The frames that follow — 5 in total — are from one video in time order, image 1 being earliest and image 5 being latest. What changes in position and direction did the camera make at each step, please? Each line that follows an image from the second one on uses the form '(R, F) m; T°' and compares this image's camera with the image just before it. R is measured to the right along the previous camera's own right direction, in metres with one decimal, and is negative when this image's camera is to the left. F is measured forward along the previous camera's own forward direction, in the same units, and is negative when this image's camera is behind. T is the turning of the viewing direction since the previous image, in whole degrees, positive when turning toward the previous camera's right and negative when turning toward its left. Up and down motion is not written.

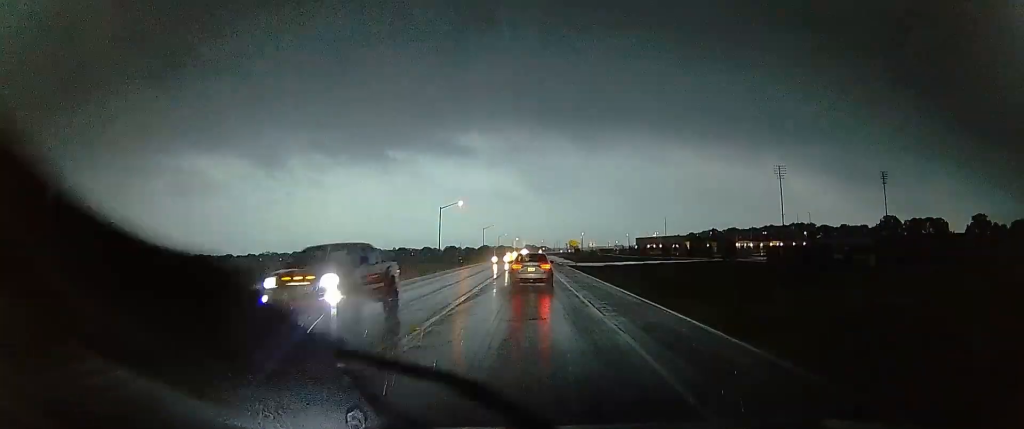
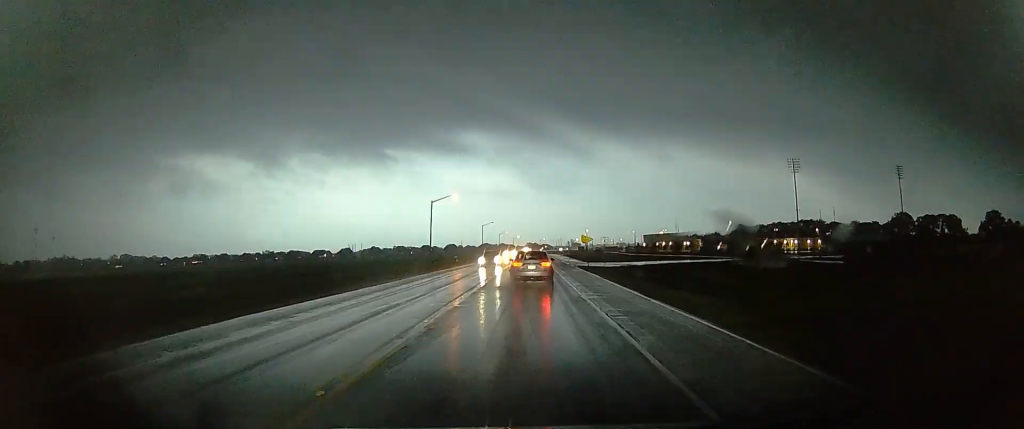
(0.0, +10.9) m; +1°
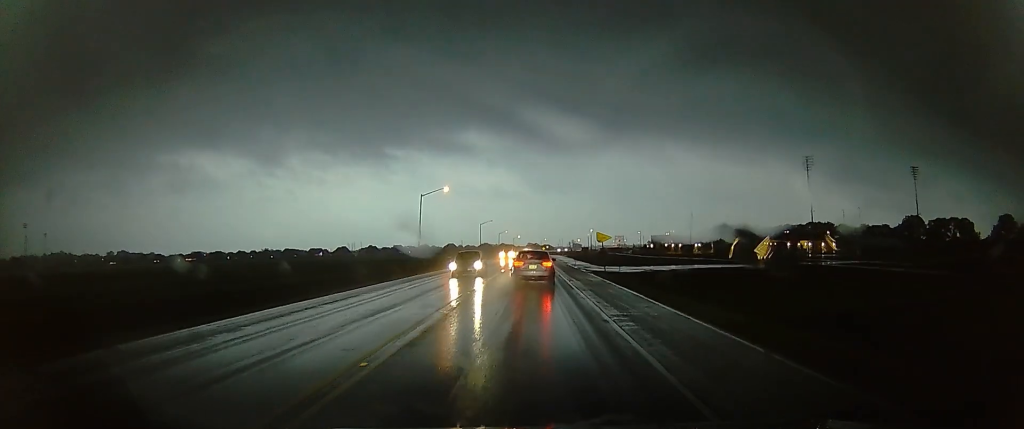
(+0.5, +10.6) m; 0°
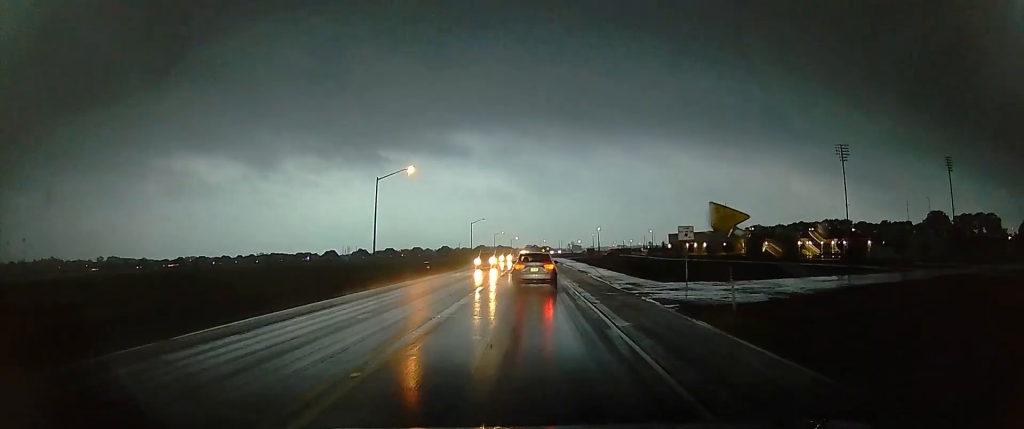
(-0.4, +24.8) m; -3°
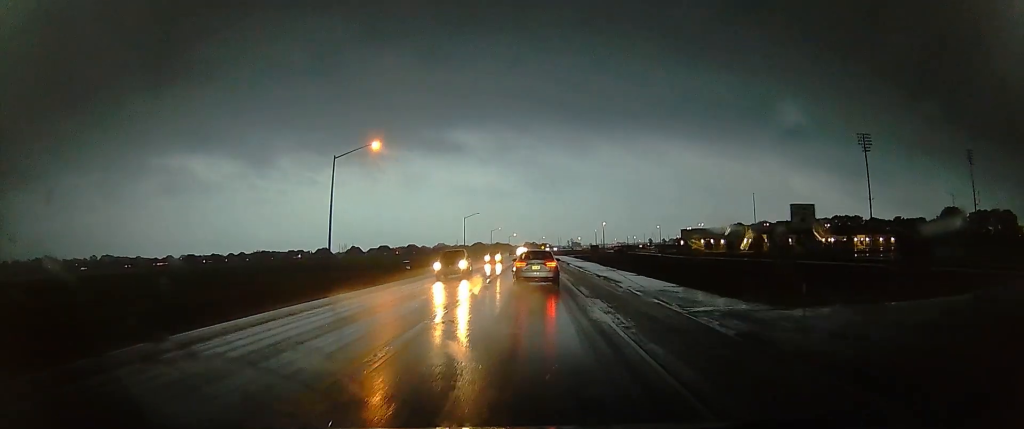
(-0.3, +14.4) m; -1°
